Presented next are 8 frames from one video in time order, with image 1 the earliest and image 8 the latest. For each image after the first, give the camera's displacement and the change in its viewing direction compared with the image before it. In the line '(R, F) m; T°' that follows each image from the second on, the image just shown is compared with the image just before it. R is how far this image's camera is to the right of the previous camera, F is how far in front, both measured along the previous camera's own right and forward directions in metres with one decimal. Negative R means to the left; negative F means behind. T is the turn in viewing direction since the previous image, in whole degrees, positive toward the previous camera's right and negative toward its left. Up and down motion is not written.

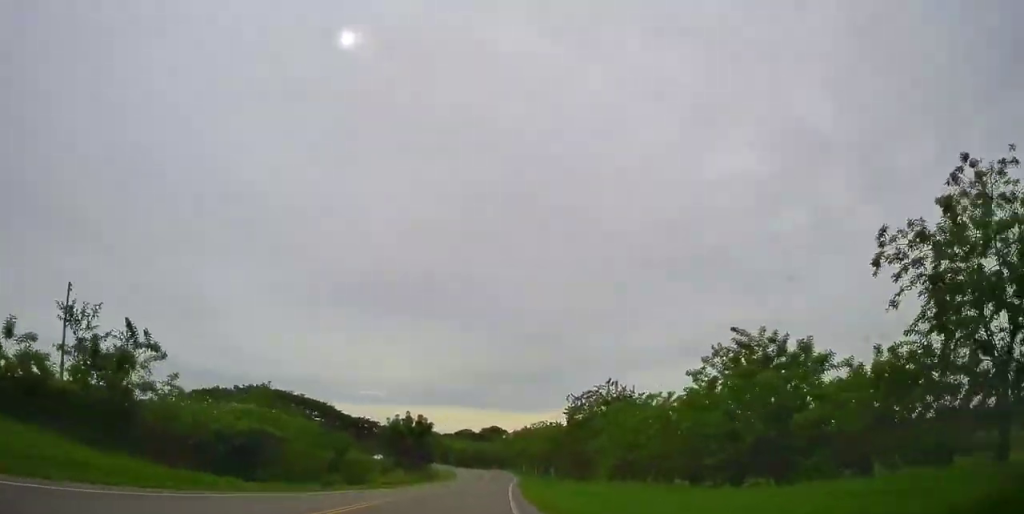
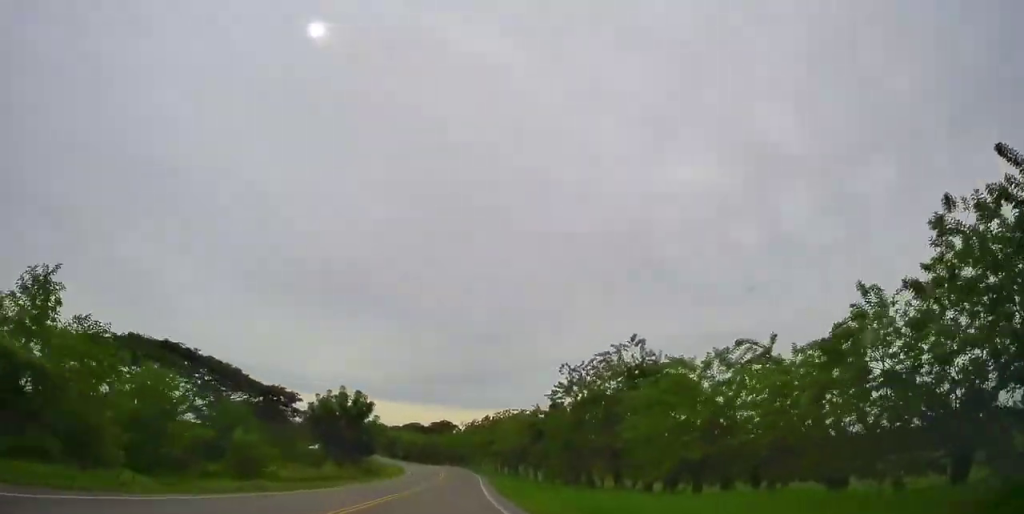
(+0.9, +17.6) m; +6°
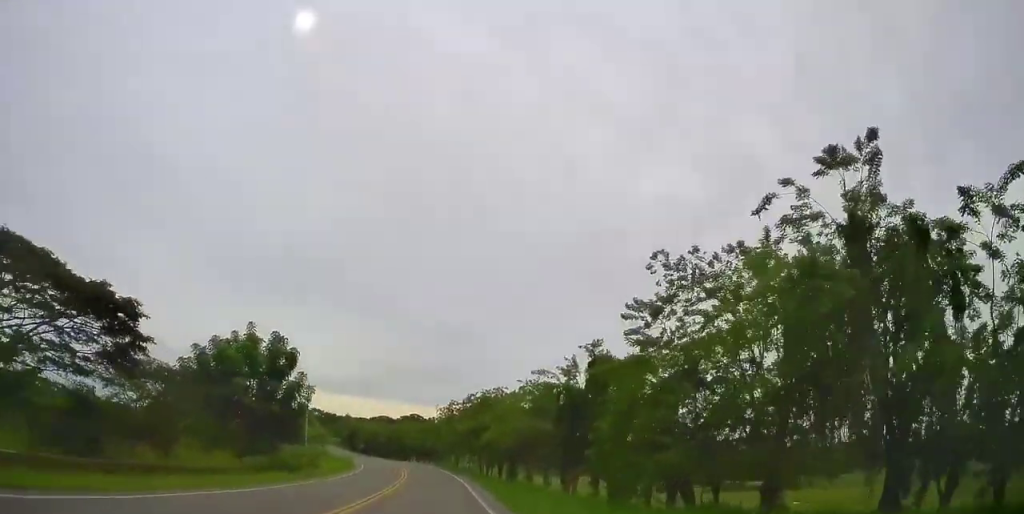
(+1.6, +23.0) m; +8°
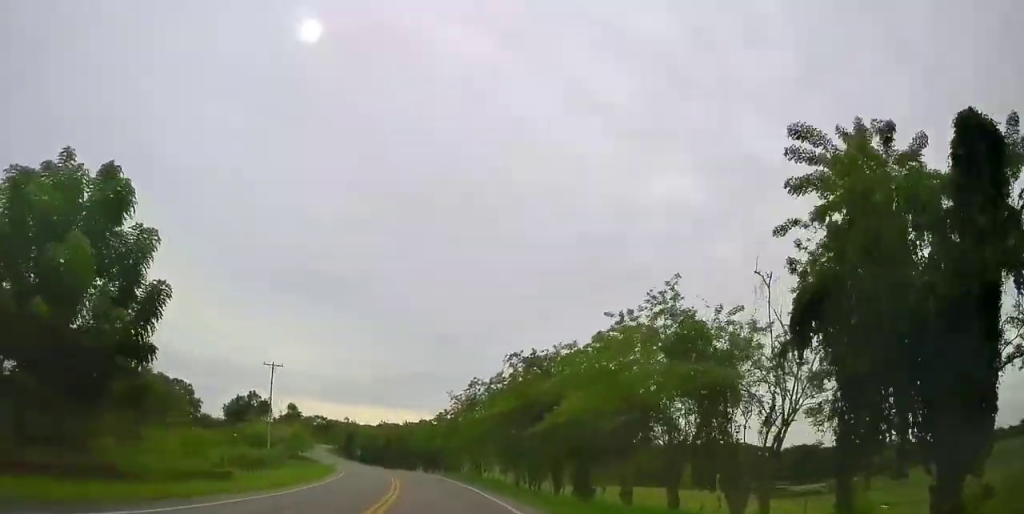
(+1.5, +22.5) m; +5°
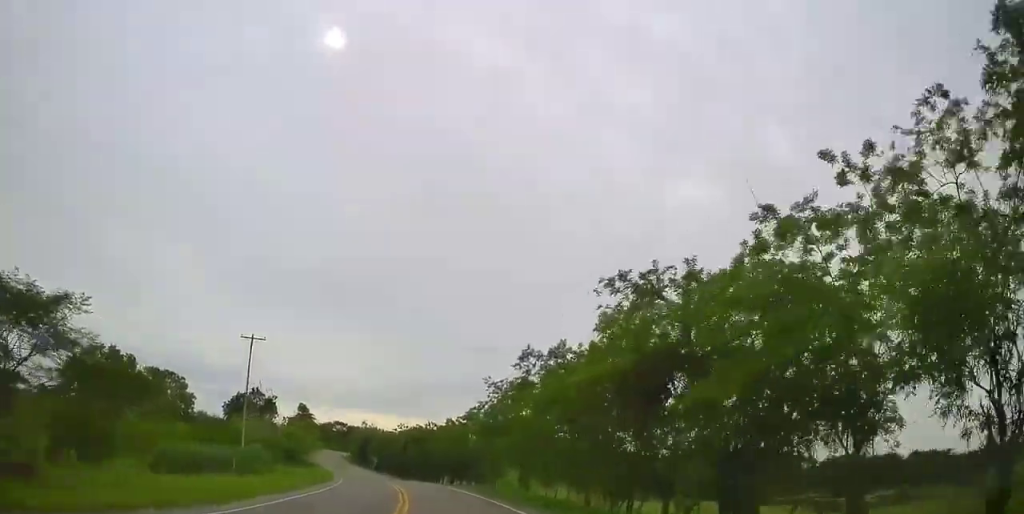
(0.0, +14.0) m; +2°
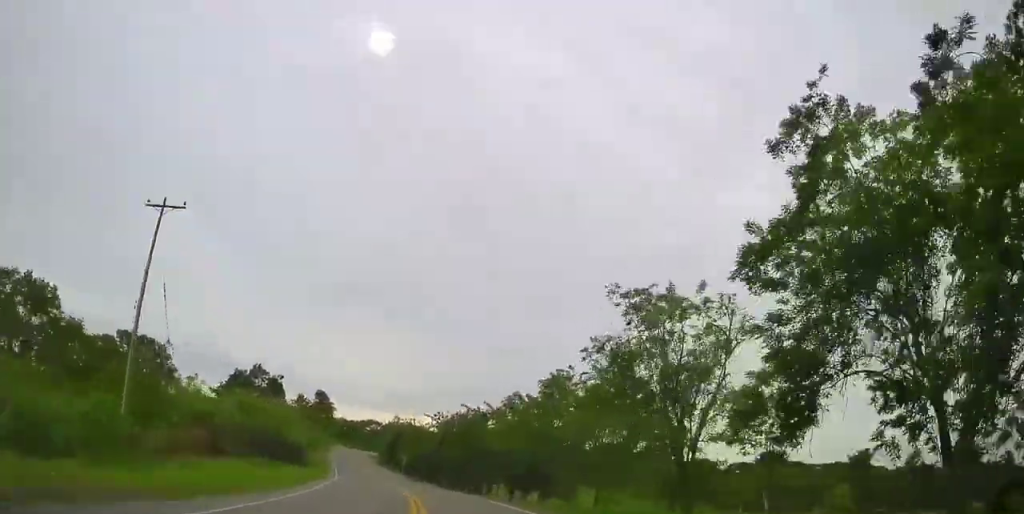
(+0.7, +21.4) m; -2°
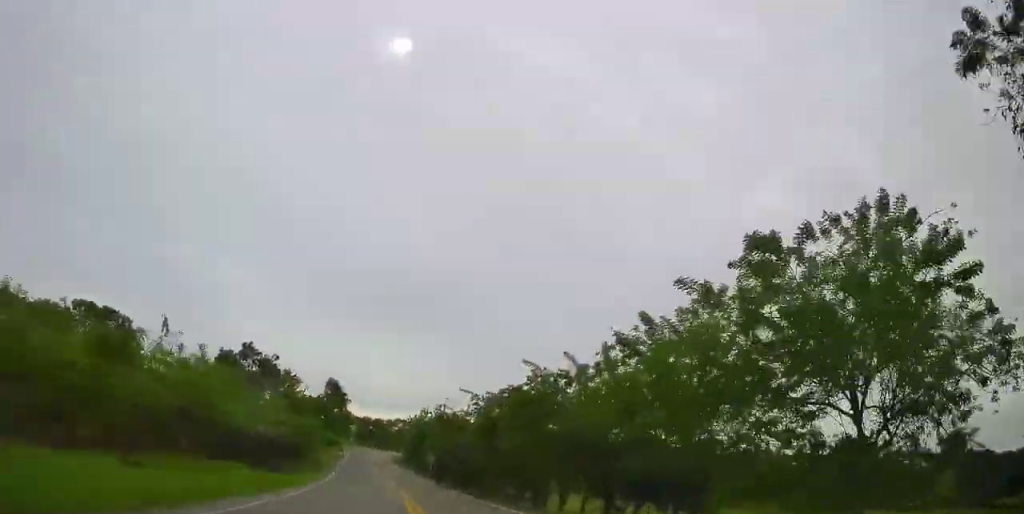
(-1.2, +17.5) m; -6°
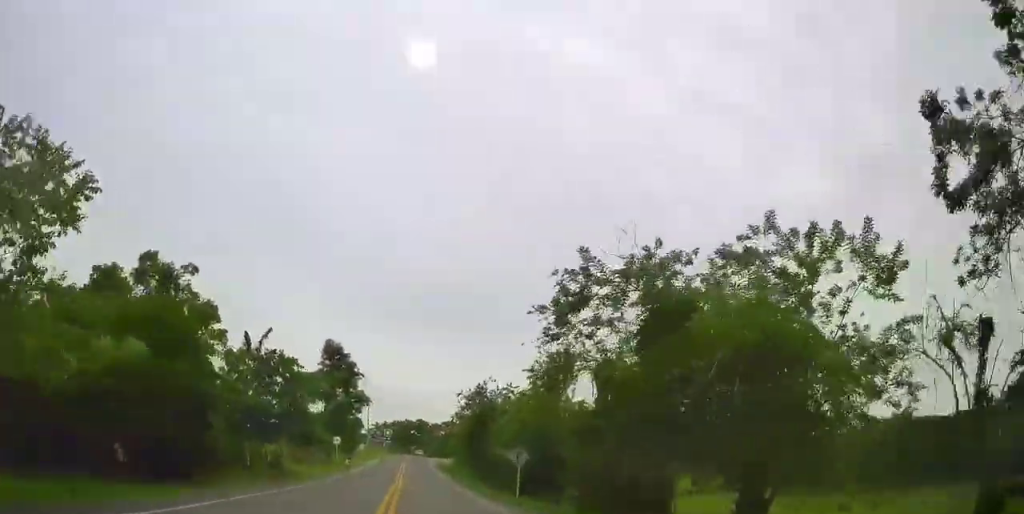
(-2.5, +35.5) m; -6°
